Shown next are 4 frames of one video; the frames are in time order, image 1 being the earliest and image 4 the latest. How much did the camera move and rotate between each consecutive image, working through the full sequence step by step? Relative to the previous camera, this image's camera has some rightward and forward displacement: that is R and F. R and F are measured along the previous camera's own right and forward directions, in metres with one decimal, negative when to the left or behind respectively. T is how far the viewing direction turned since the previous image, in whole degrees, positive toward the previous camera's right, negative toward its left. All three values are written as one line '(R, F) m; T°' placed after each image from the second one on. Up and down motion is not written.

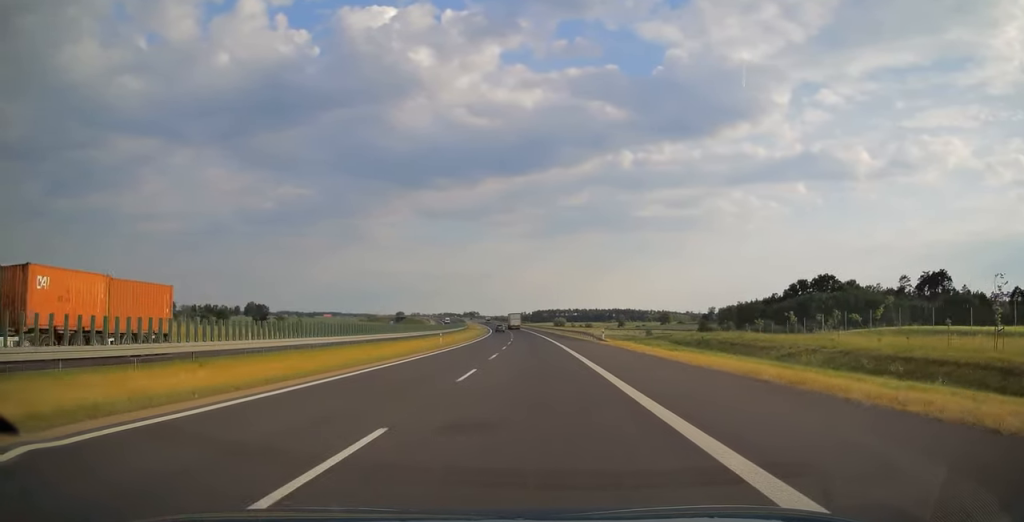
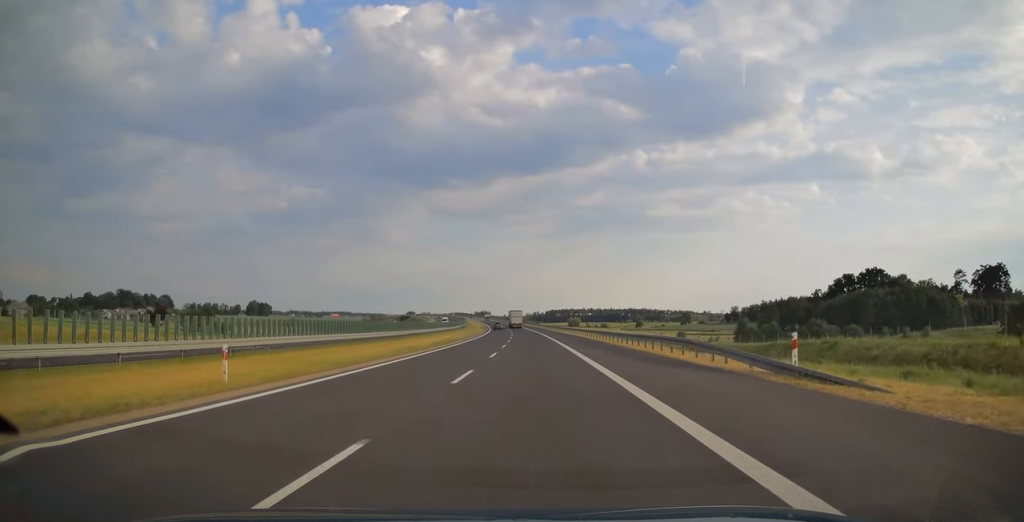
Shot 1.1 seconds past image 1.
(-0.4, +37.3) m; -1°
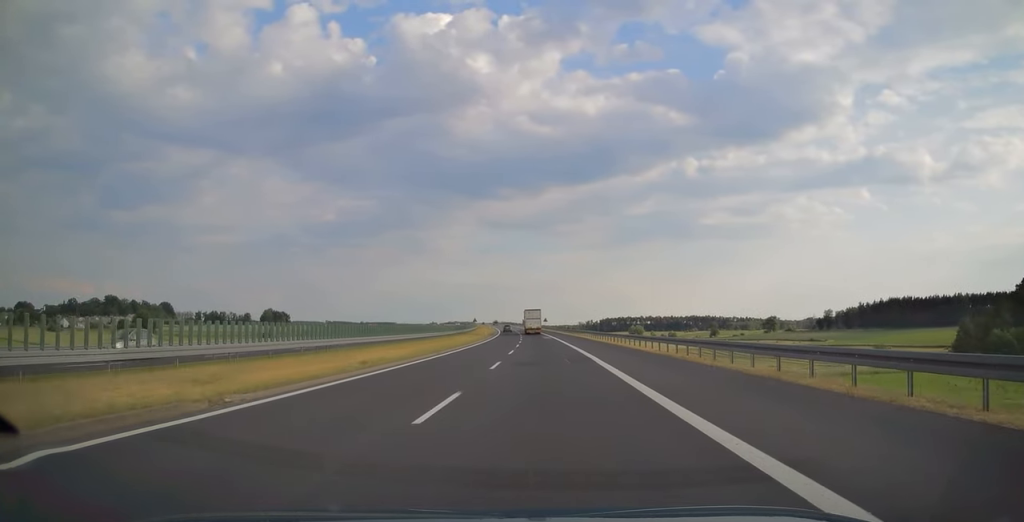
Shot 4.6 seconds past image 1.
(-3.9, +114.0) m; -4°
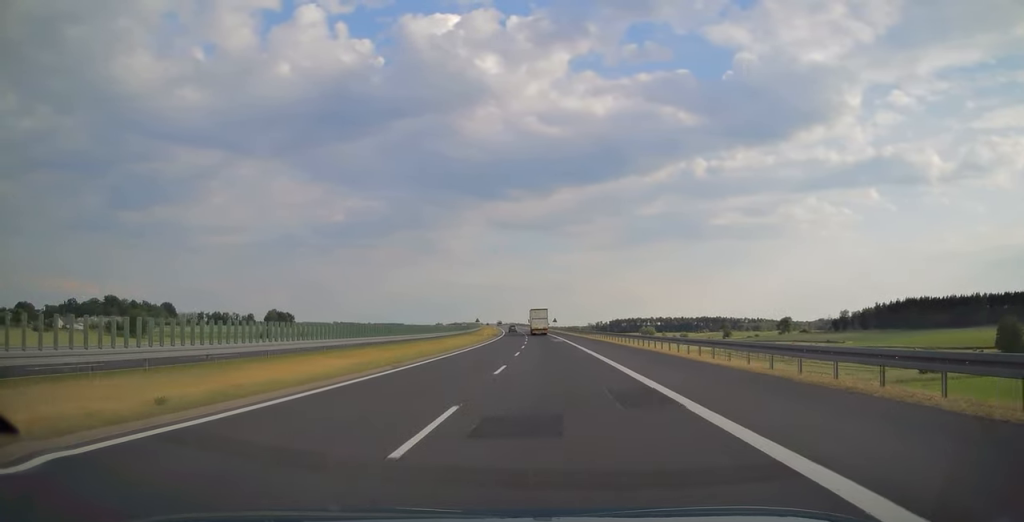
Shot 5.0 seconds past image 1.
(0.0, +14.4) m; -1°
